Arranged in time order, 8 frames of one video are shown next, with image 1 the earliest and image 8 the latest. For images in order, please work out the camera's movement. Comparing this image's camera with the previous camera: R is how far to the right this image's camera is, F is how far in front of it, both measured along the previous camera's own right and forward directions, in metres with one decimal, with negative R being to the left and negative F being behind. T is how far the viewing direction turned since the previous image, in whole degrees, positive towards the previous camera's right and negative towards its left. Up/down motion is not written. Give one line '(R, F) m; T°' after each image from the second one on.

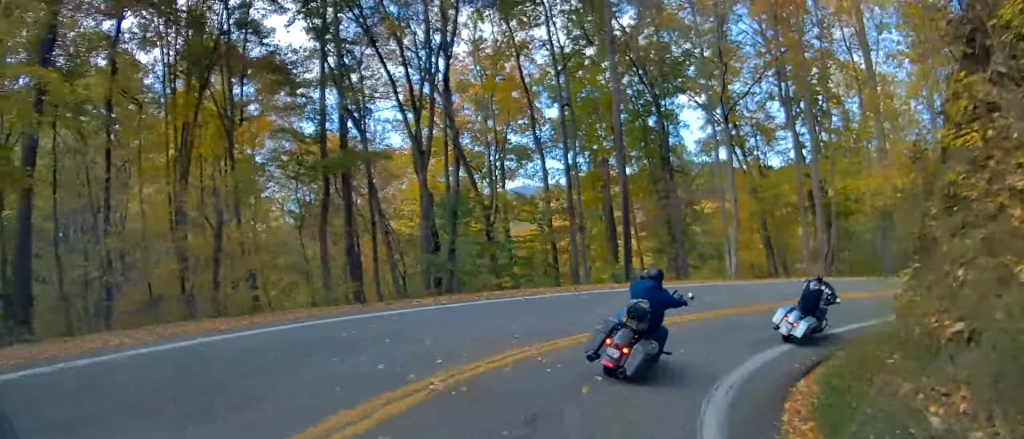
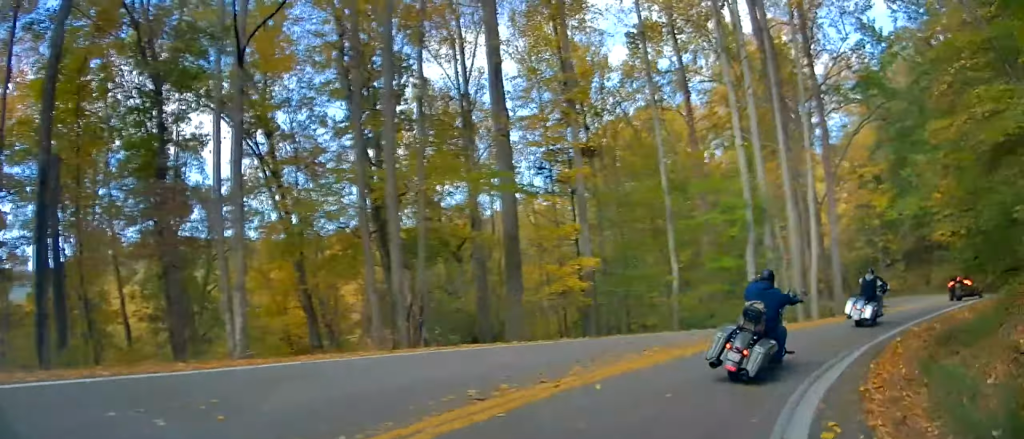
(+2.6, +13.8) m; +33°
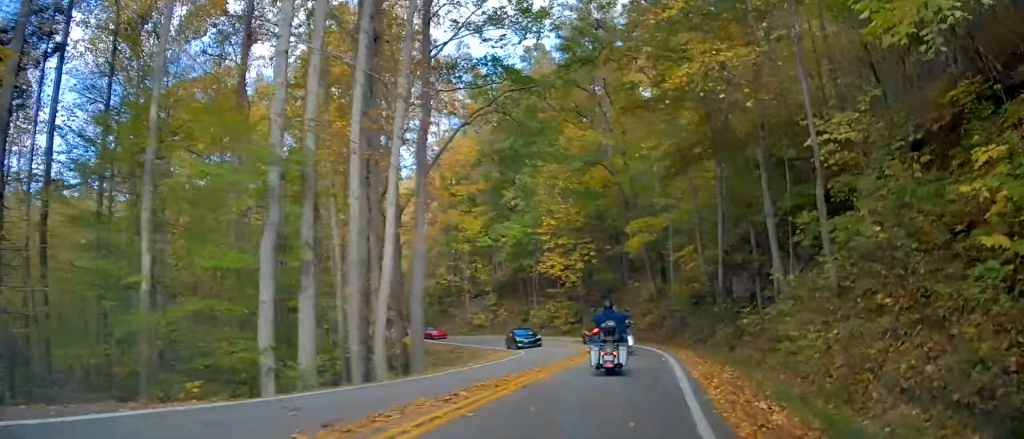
(+4.6, +12.6) m; +26°
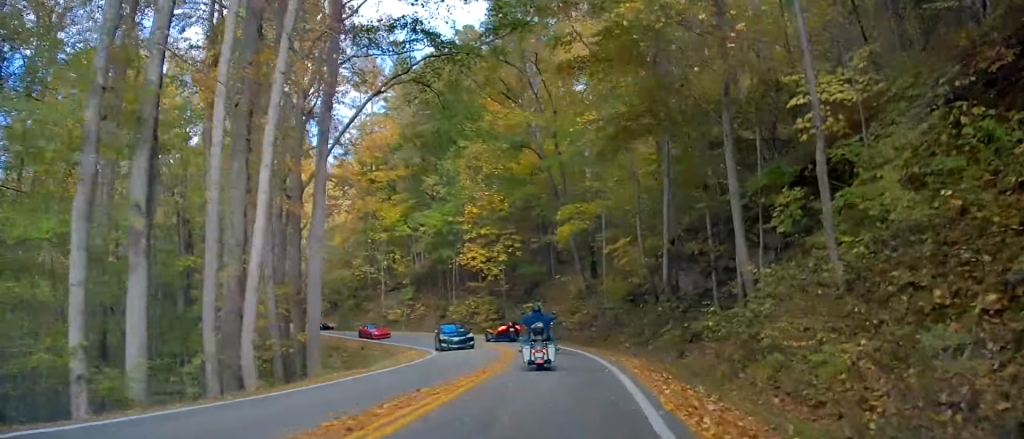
(-0.2, +4.8) m; +2°
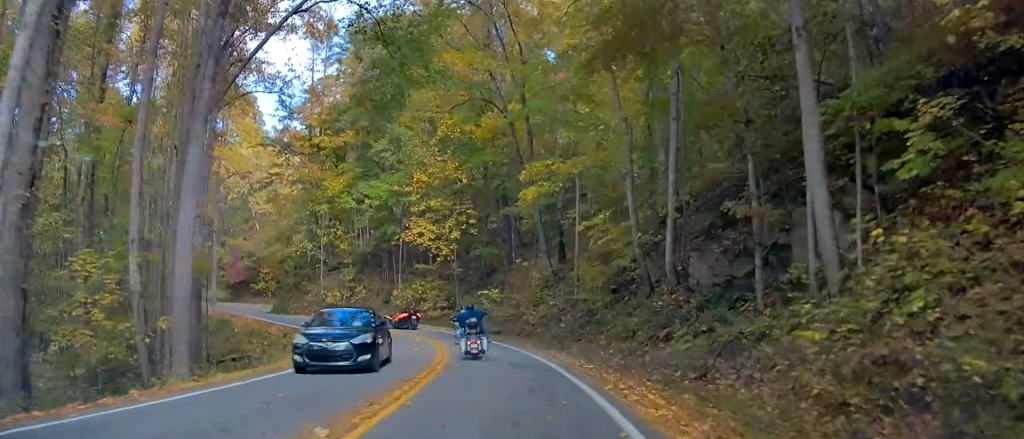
(+0.4, +8.7) m; +5°
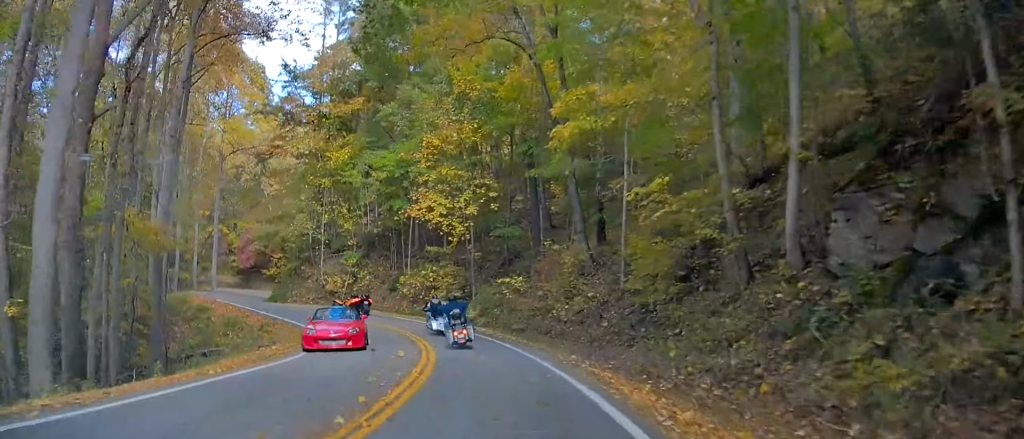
(+0.4, +8.2) m; +3°
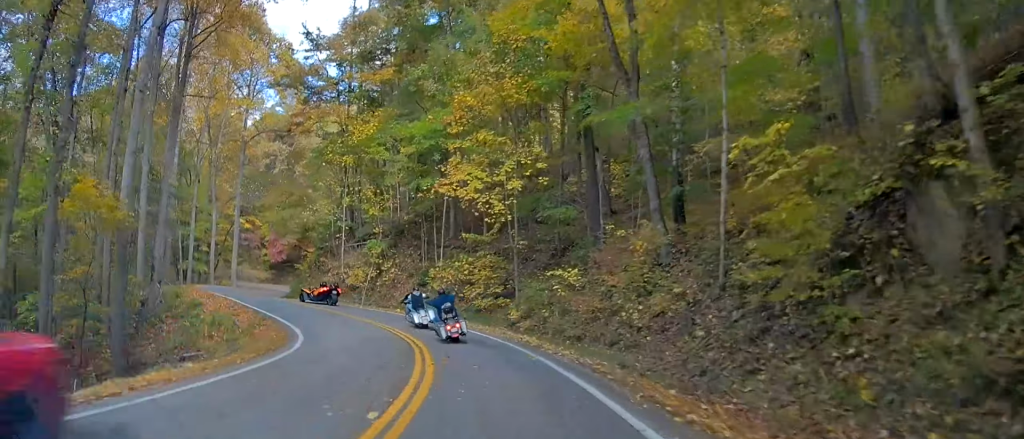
(+0.4, +7.7) m; 0°
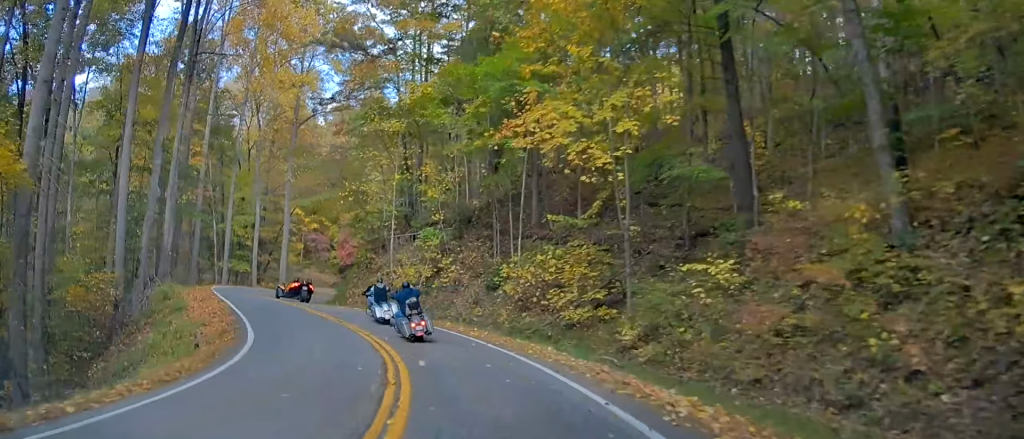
(-0.5, +11.4) m; -4°
